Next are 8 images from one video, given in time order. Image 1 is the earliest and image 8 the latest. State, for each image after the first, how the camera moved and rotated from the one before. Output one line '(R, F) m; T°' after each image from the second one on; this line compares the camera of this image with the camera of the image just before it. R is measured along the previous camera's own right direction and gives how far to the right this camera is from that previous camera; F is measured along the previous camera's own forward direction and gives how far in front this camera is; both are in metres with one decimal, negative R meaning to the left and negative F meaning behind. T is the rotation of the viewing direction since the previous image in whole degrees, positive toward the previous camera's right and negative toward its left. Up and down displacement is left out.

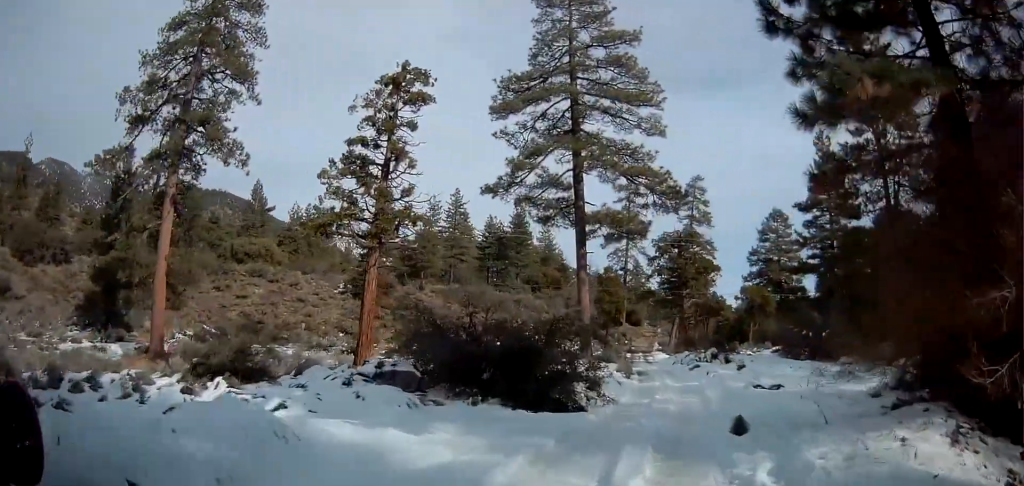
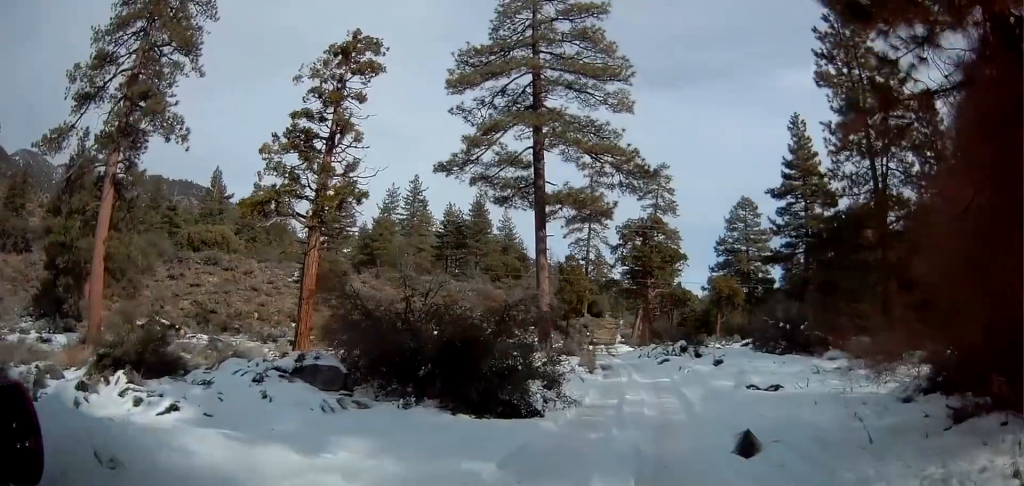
(0.0, +2.9) m; +2°
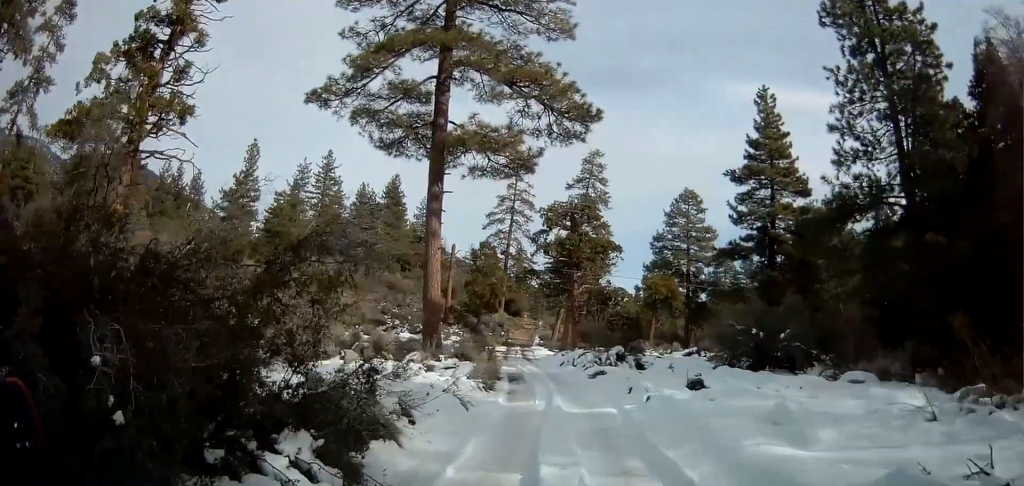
(+0.6, +10.3) m; +5°
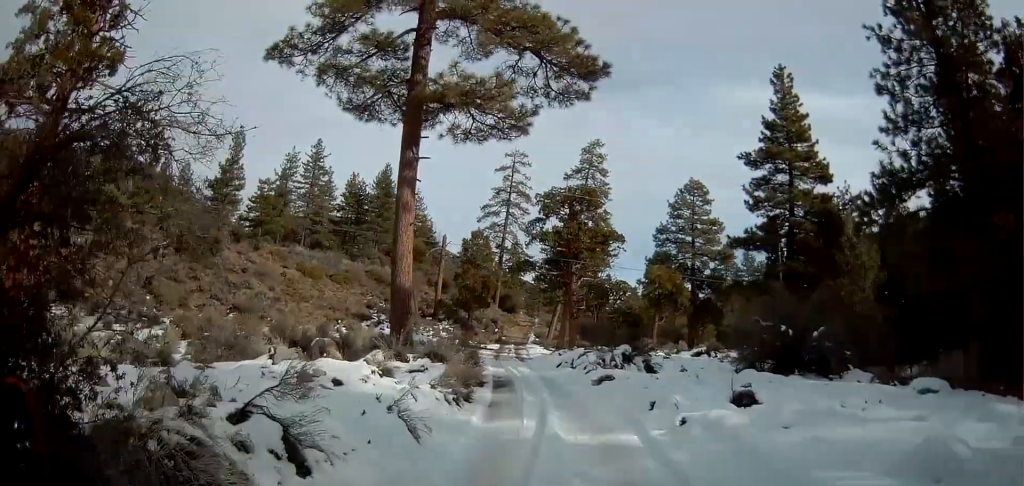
(0.0, +4.6) m; 0°
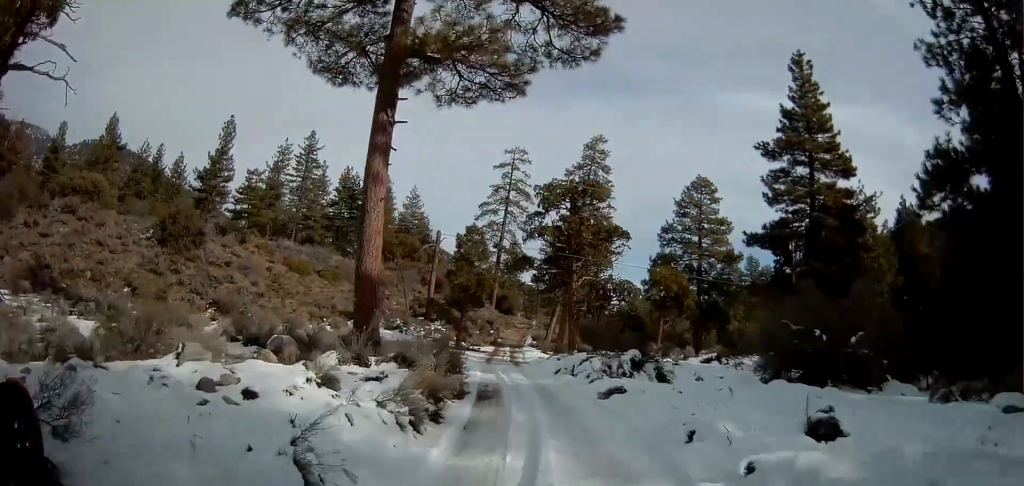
(-0.1, +3.8) m; 0°
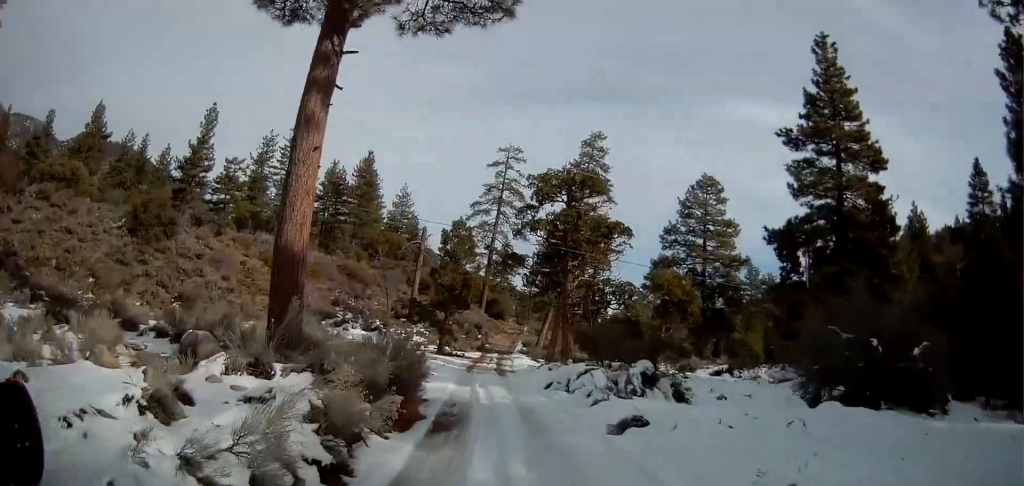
(+0.2, +5.1) m; +2°
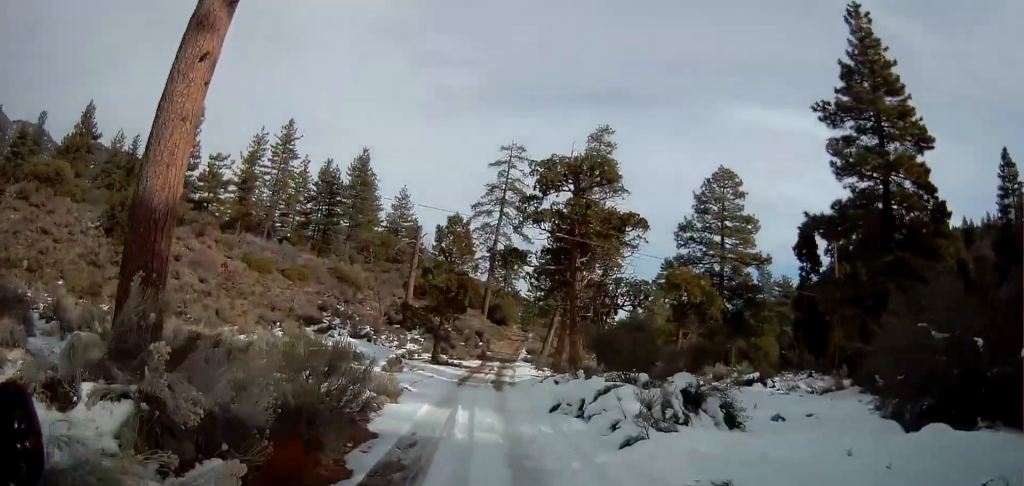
(+0.1, +5.2) m; -1°
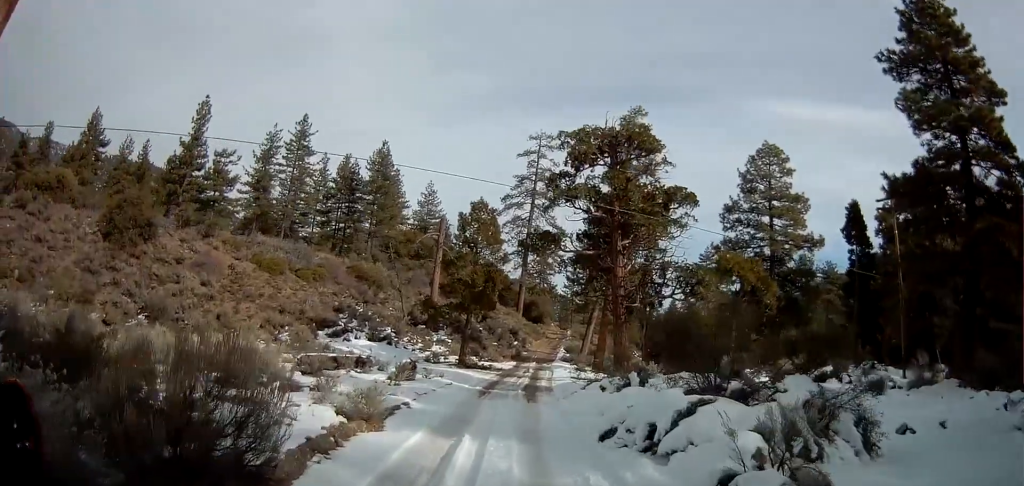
(-0.1, +5.2) m; -4°
